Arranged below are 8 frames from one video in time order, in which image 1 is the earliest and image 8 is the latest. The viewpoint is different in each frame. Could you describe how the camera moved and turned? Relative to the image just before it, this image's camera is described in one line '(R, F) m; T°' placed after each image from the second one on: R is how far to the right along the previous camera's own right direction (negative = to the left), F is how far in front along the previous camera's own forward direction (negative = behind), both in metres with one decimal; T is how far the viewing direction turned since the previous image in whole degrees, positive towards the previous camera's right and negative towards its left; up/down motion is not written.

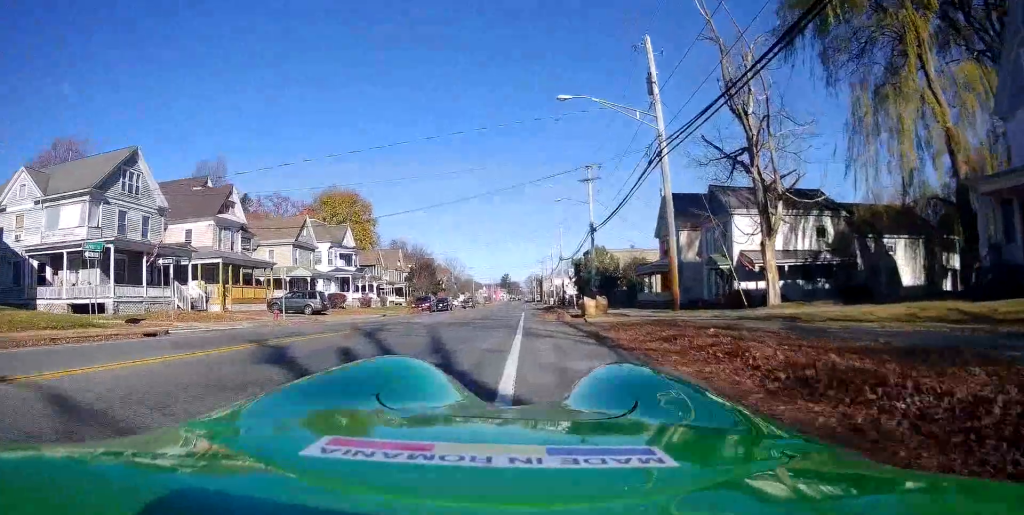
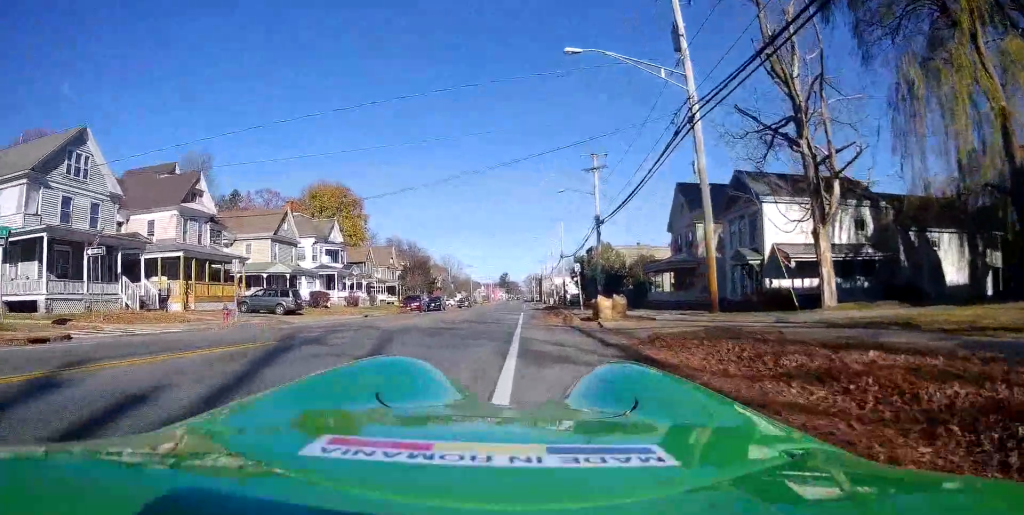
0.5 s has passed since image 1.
(0.0, +5.1) m; +2°
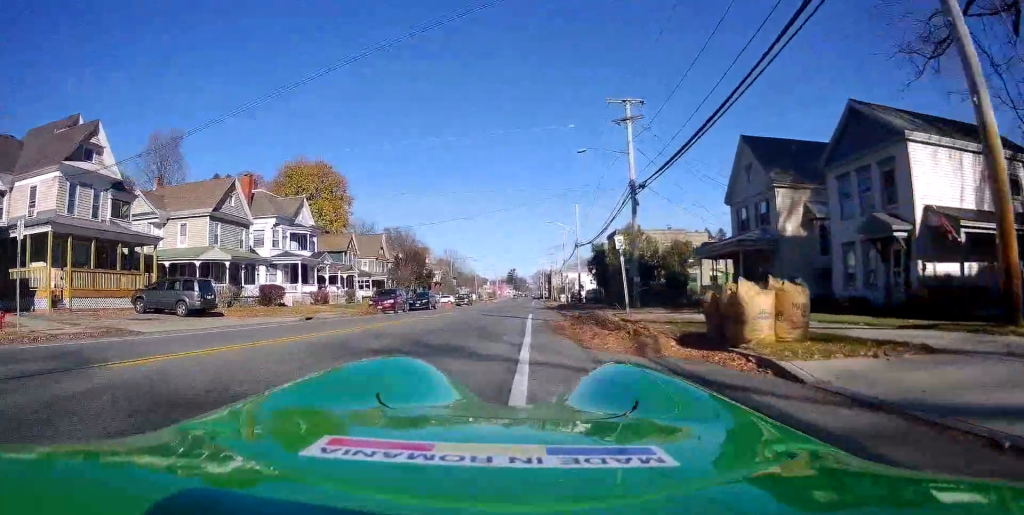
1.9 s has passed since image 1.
(+0.4, +12.7) m; +2°
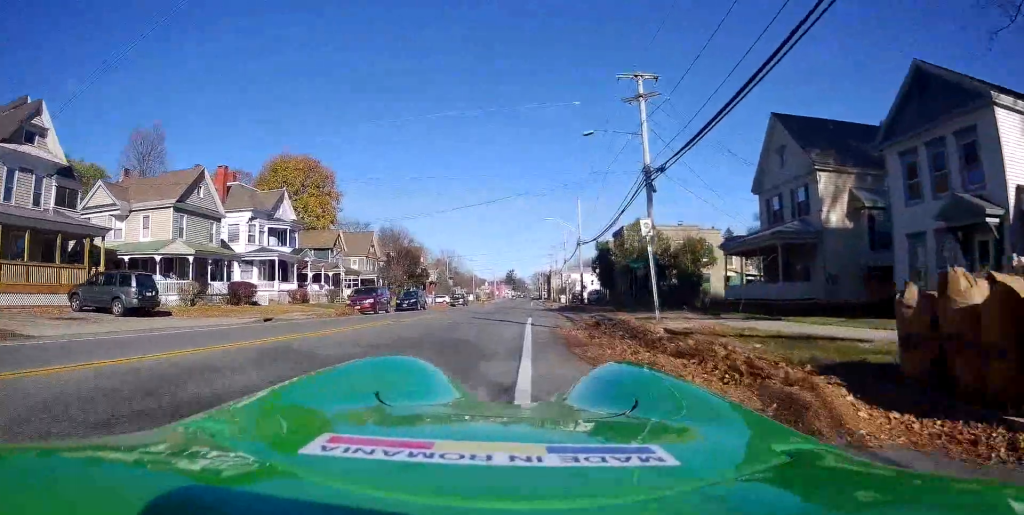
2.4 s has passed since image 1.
(0.0, +4.9) m; 0°
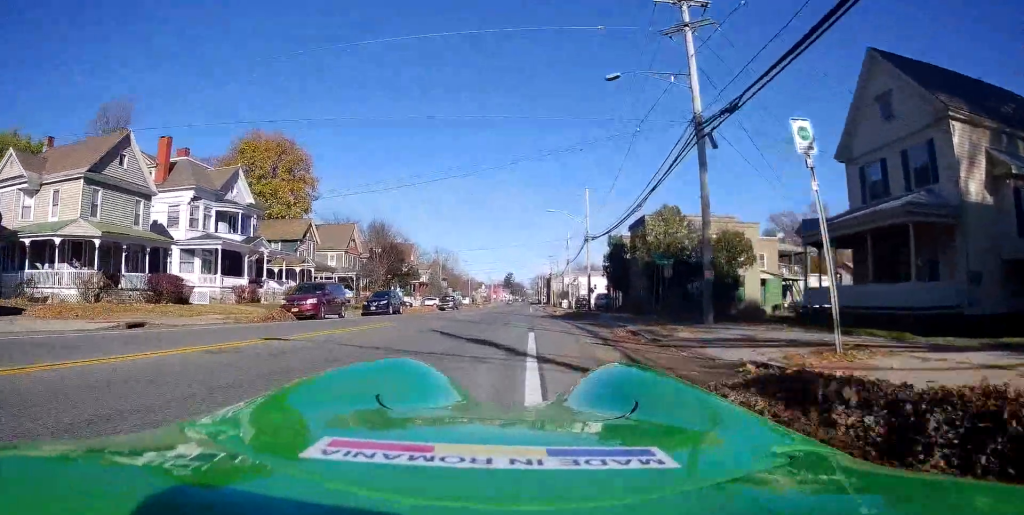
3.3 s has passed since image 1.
(0.0, +9.5) m; 0°
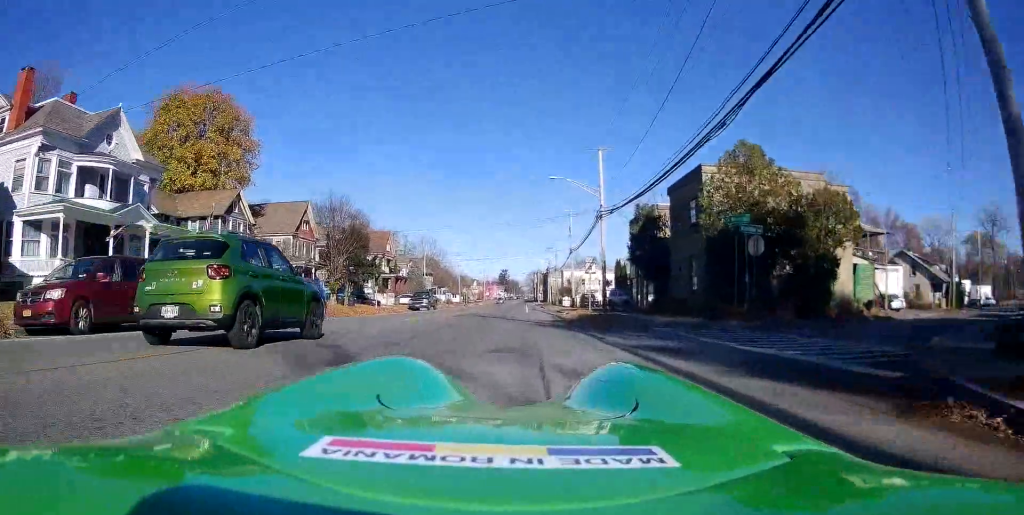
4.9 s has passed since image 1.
(+0.3, +15.7) m; +1°
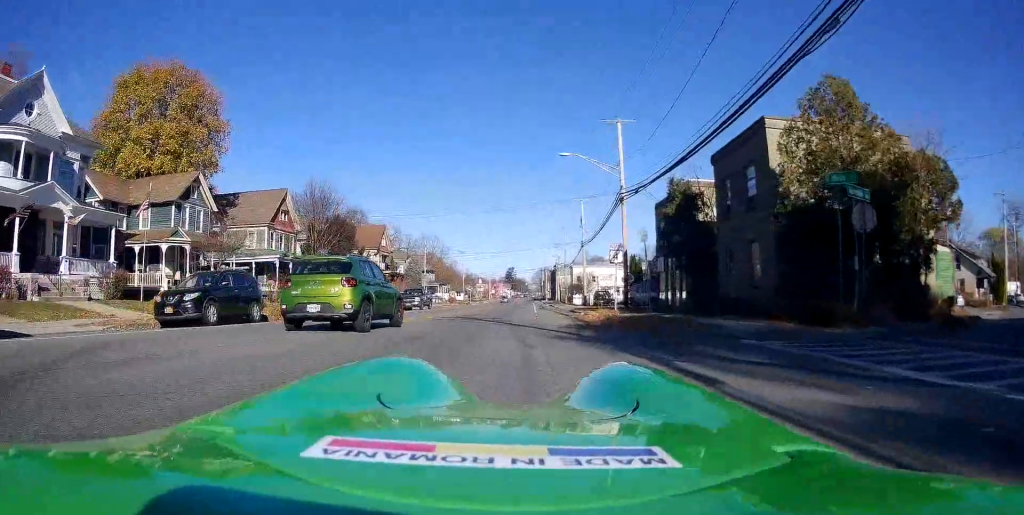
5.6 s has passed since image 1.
(+0.2, +7.7) m; -3°
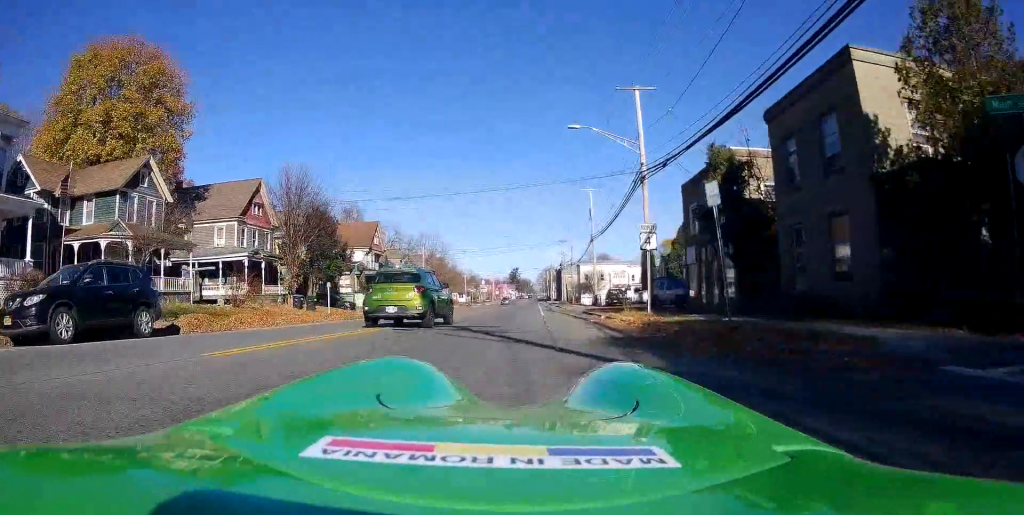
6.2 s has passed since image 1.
(-0.5, +6.4) m; -4°
